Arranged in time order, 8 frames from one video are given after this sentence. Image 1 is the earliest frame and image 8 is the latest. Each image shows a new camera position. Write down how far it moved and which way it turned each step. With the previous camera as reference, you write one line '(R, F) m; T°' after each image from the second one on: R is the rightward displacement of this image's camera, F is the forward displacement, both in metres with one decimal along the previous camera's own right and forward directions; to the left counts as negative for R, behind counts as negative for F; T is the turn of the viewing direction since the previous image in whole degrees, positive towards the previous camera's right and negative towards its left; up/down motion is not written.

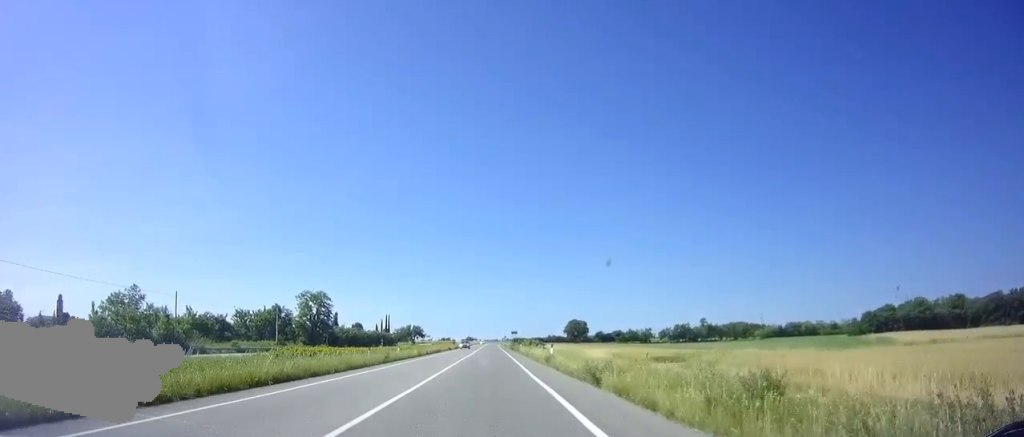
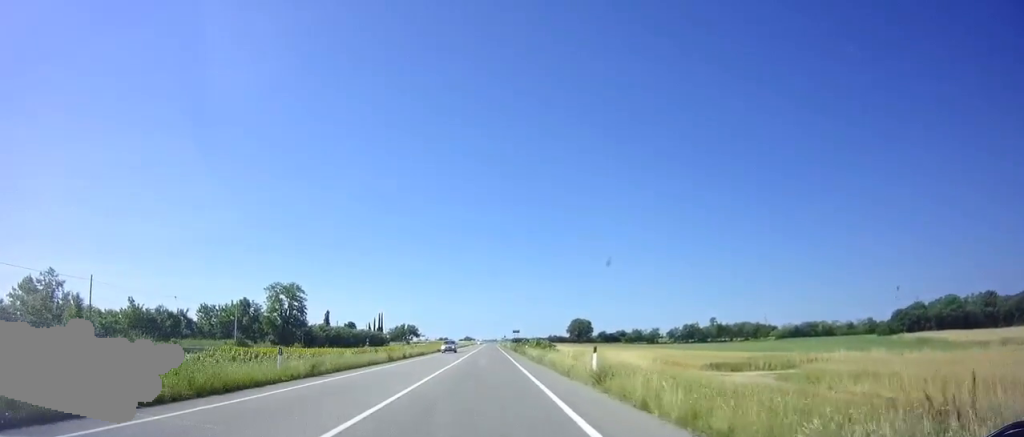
(+0.1, +13.6) m; 0°
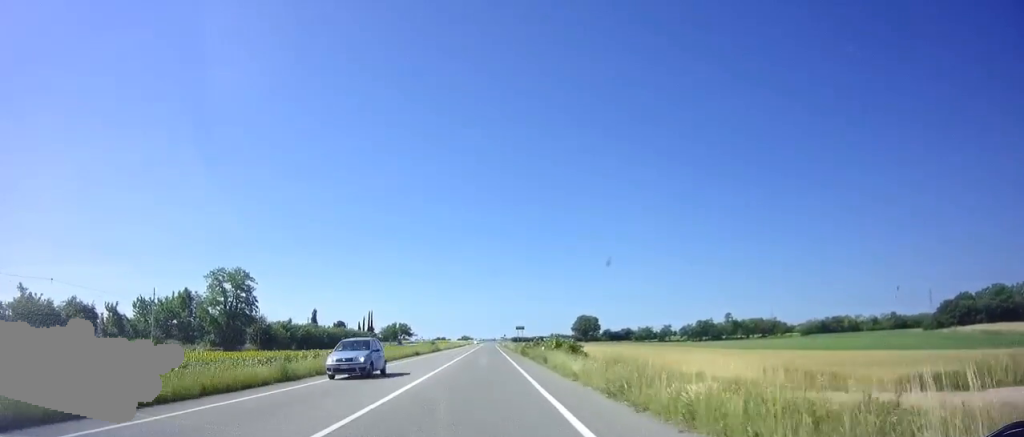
(0.0, +18.5) m; 0°
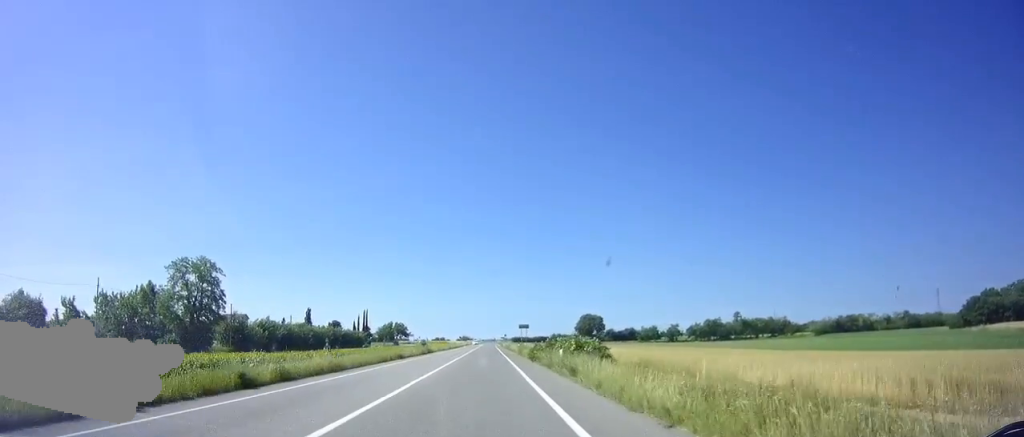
(0.0, +8.9) m; 0°
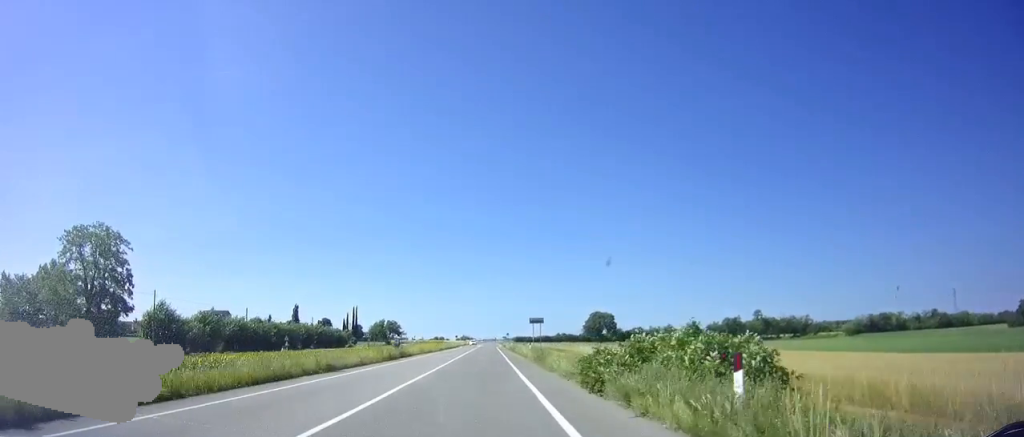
(0.0, +19.3) m; 0°
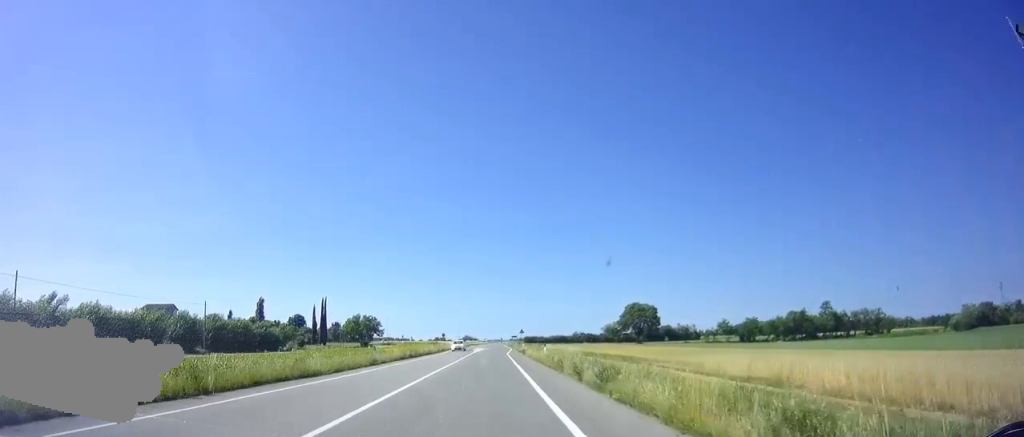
(-0.1, +43.5) m; 0°
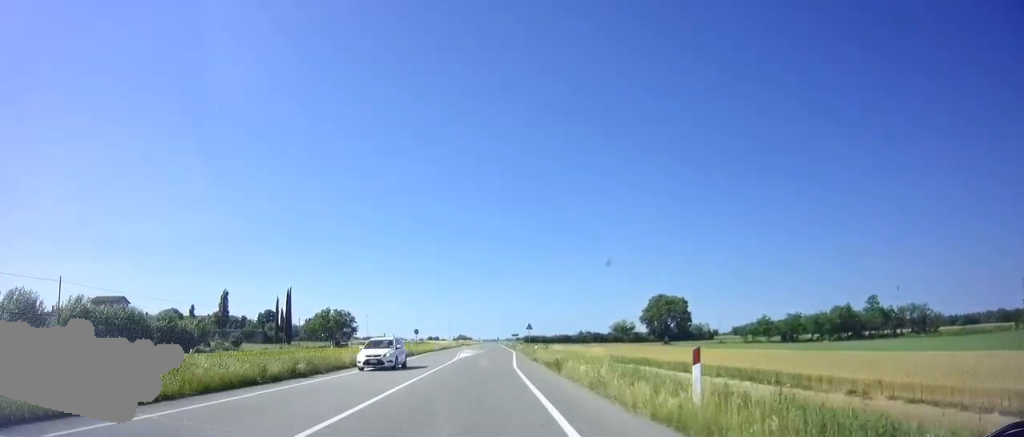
(0.0, +27.2) m; 0°
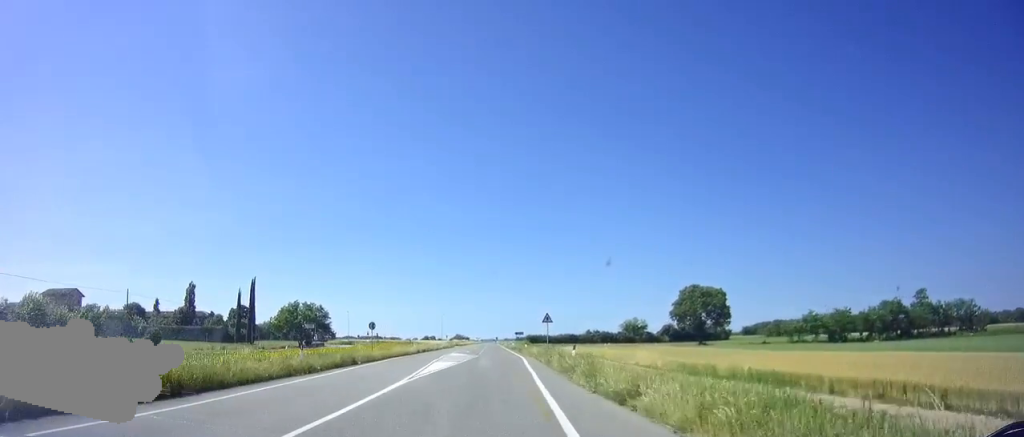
(0.0, +20.9) m; 0°
